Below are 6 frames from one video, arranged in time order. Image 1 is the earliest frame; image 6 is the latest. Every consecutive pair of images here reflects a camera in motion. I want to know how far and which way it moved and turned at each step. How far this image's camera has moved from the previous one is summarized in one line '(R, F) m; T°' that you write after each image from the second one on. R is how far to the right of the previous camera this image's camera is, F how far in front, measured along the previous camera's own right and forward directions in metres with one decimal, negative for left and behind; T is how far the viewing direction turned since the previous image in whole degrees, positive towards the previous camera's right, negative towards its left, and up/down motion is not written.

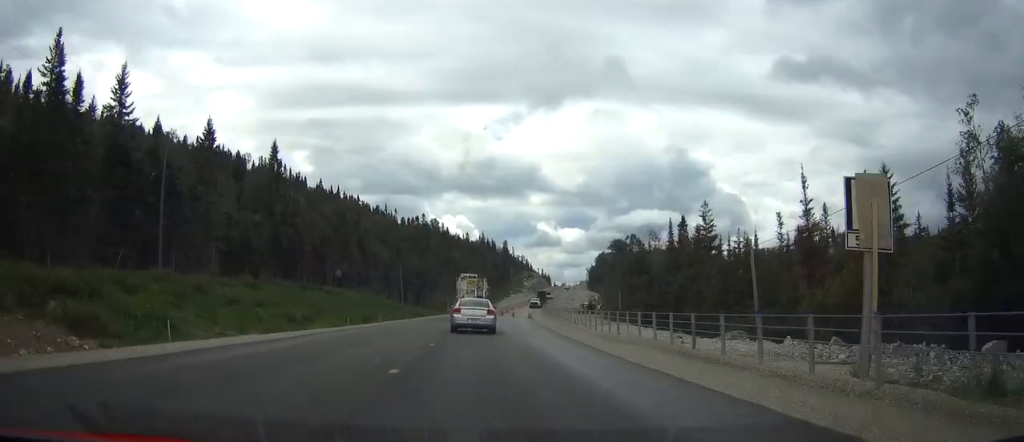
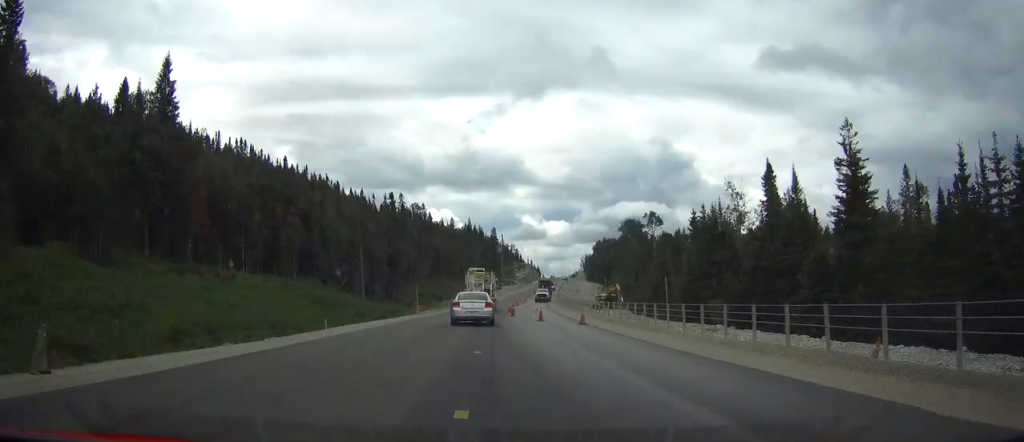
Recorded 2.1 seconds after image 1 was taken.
(+0.1, +36.4) m; +1°
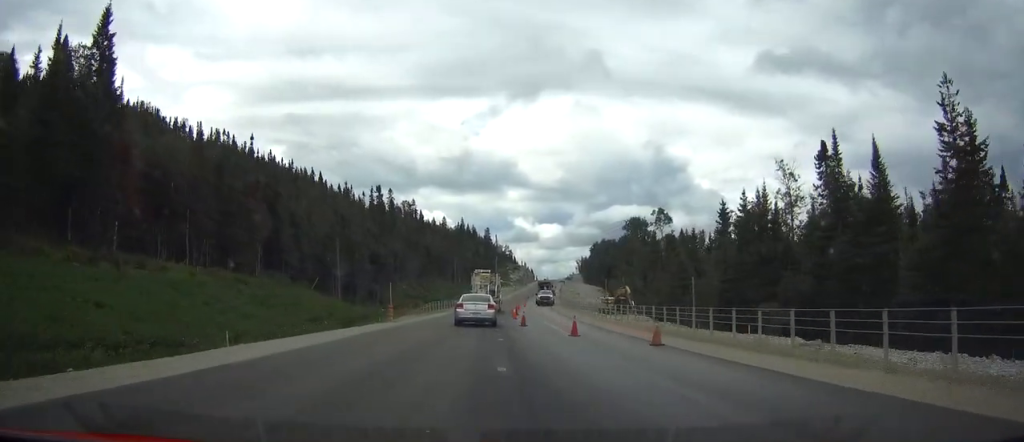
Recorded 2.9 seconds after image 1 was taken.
(+0.1, +13.6) m; +1°
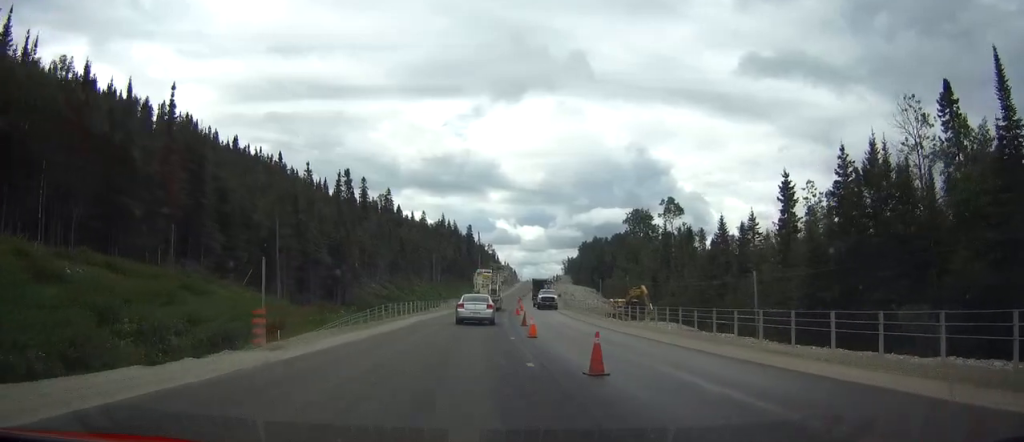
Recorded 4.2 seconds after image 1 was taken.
(+0.4, +21.5) m; +2°
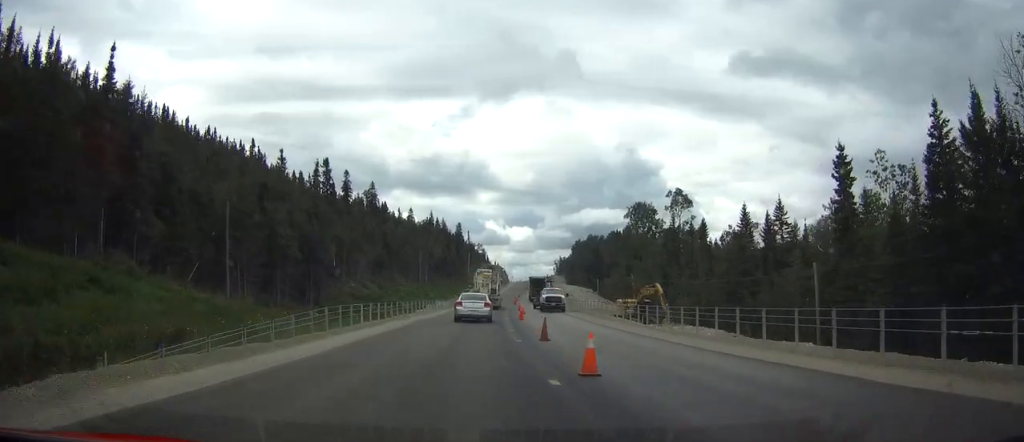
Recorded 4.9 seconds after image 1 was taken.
(+0.1, +12.1) m; +1°
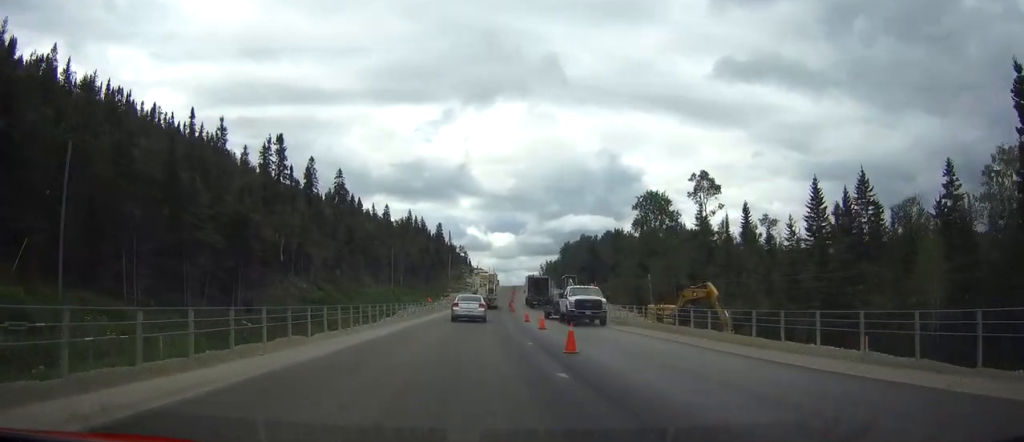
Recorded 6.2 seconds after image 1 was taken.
(+0.4, +23.2) m; +2°
